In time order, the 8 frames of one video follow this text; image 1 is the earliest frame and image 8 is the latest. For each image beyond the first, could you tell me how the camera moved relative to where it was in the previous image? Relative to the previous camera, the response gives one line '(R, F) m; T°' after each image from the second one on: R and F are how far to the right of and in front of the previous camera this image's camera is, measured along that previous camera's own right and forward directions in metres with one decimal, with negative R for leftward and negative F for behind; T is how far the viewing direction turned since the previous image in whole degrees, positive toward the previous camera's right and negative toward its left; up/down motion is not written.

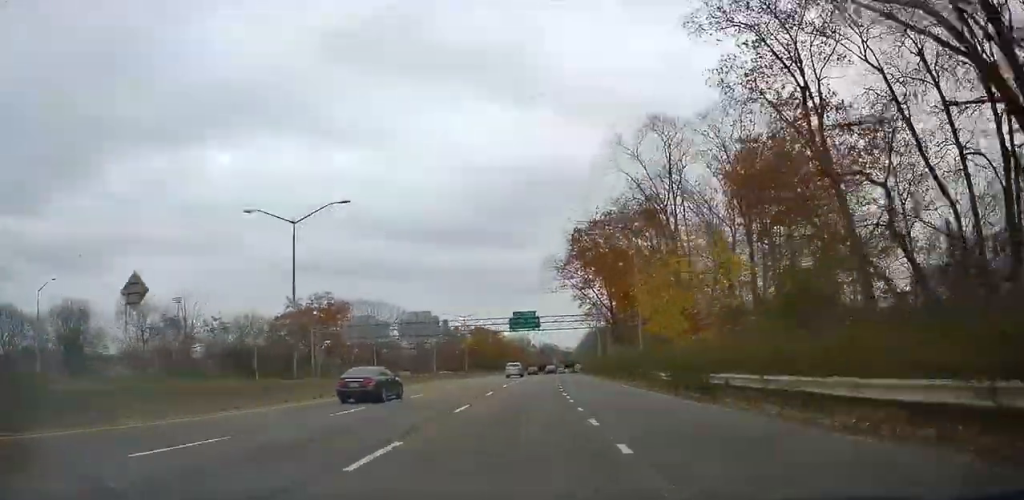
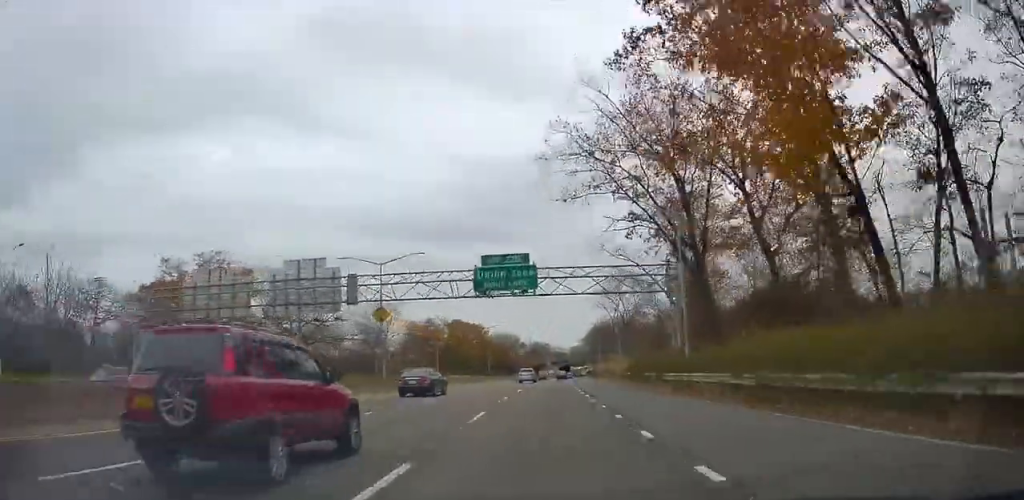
(0.0, +41.7) m; +1°
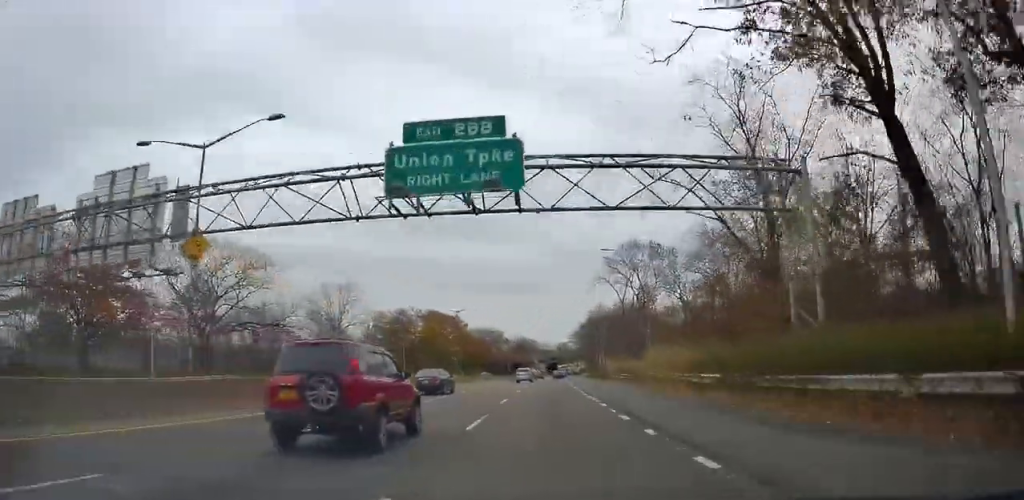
(+0.1, +21.3) m; +1°
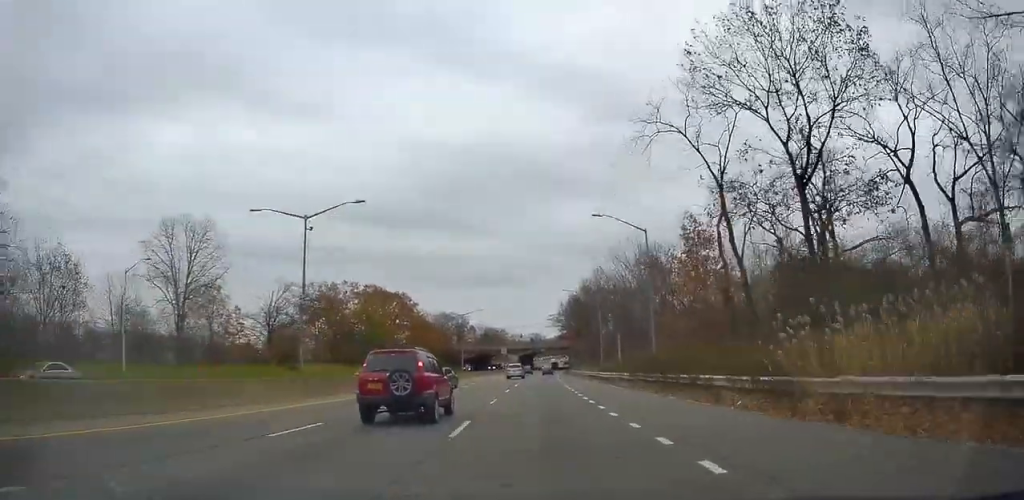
(+0.5, +41.2) m; +2°
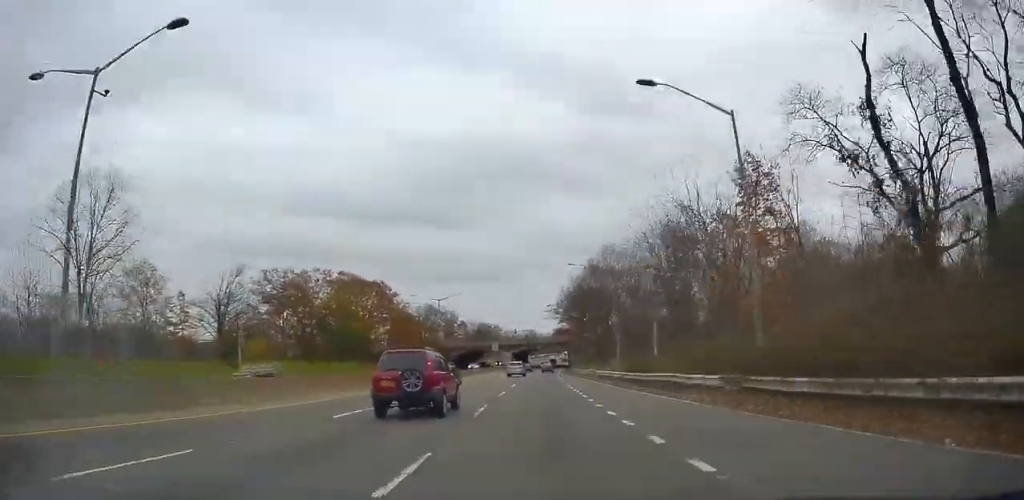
(+0.3, +15.8) m; +1°
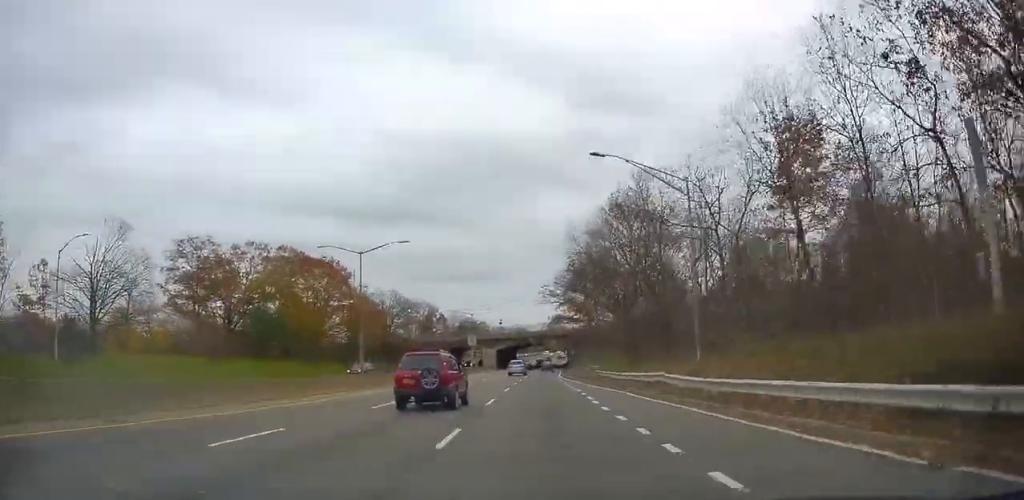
(+0.4, +26.7) m; +1°
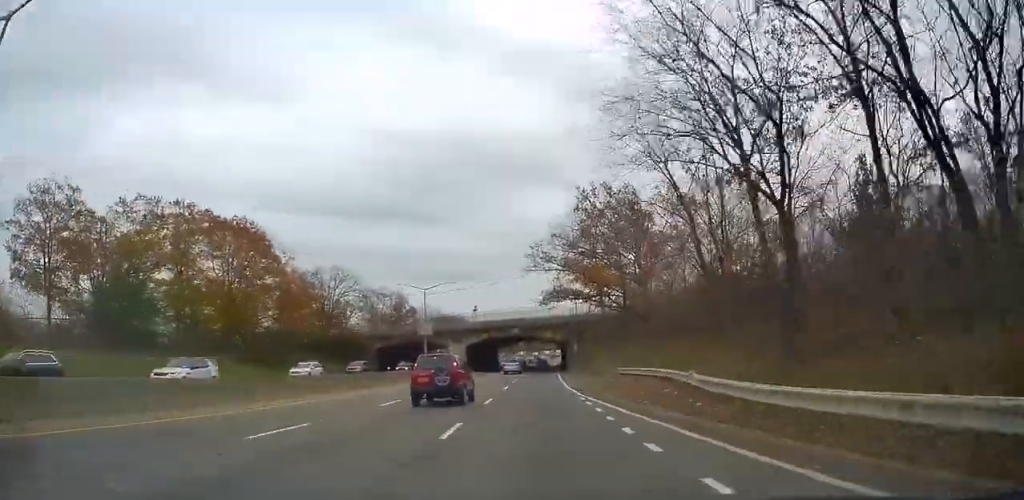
(+0.1, +28.7) m; +1°
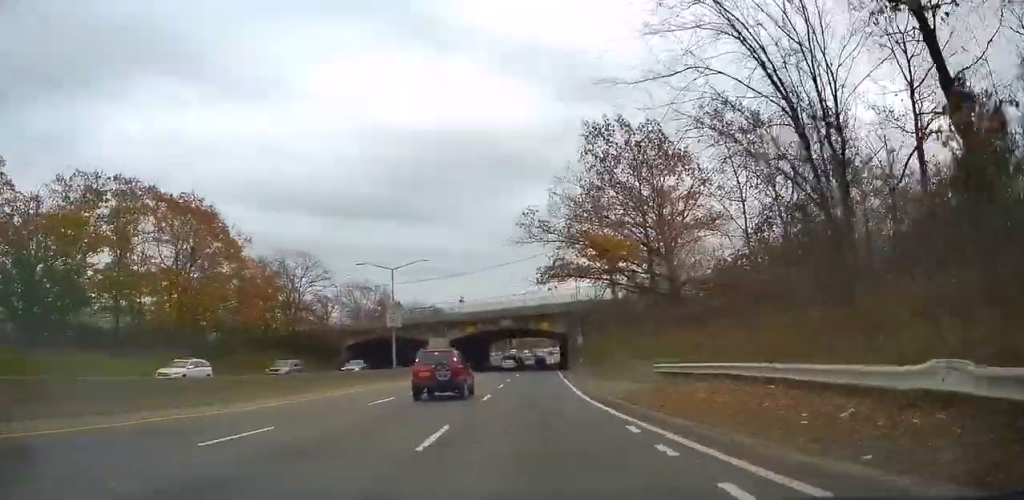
(-0.2, +11.4) m; +1°
